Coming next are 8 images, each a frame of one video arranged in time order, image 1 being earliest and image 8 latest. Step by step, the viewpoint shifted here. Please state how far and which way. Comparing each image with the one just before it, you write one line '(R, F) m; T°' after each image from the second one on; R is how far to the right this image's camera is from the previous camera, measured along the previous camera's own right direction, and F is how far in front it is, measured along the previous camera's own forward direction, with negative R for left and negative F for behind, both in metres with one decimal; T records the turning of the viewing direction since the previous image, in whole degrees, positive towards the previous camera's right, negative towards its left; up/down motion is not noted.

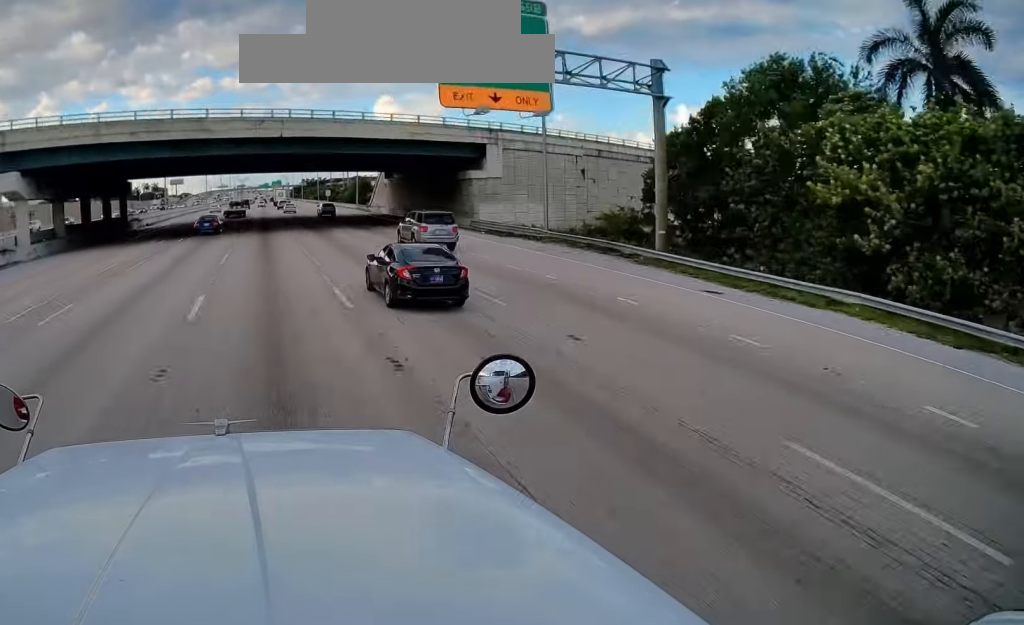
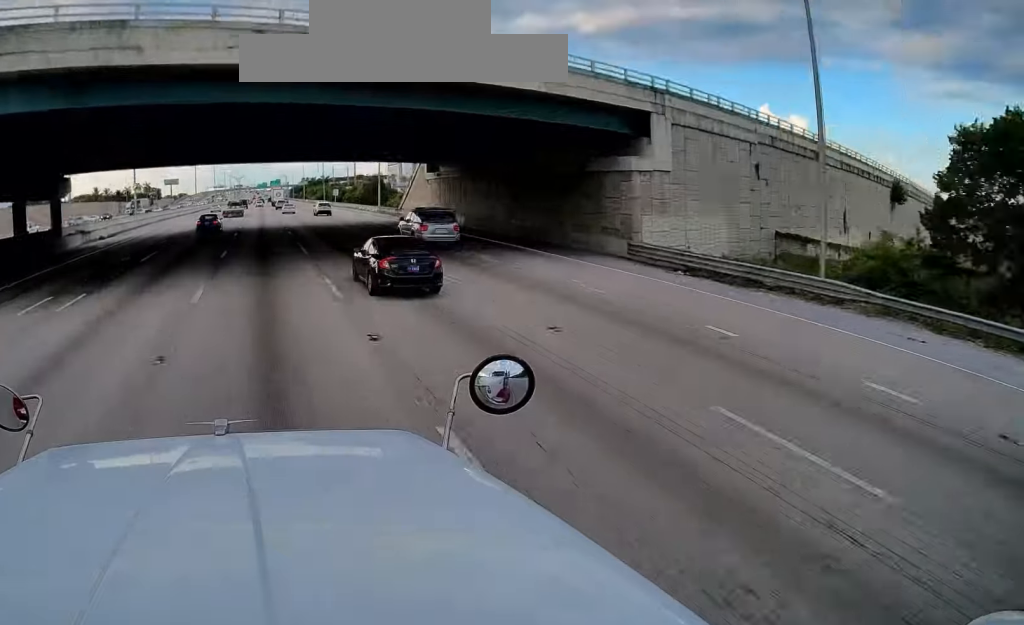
(-0.1, +24.1) m; 0°
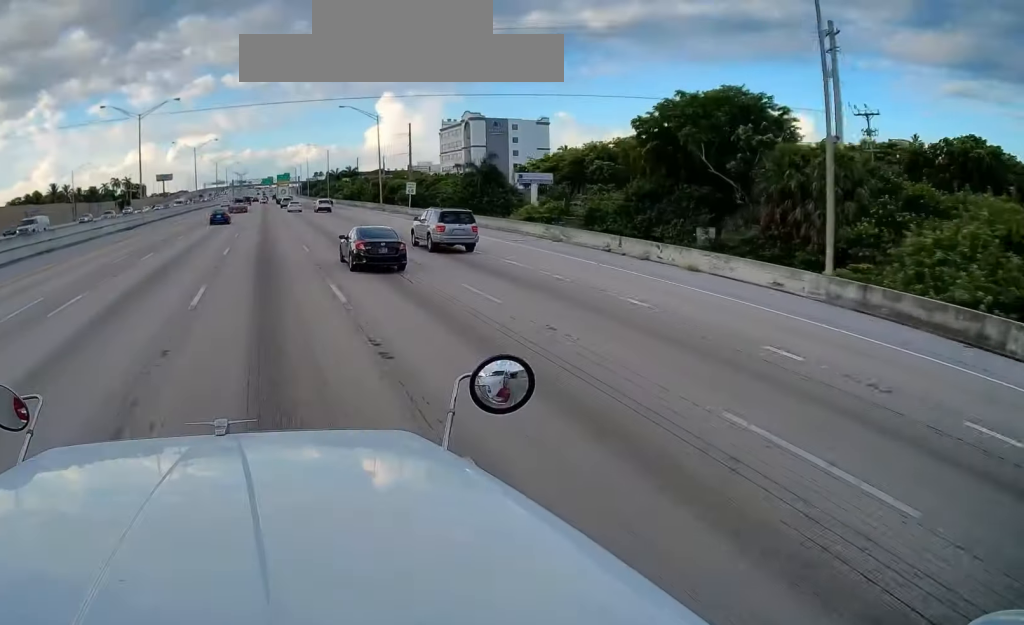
(-1.0, +72.6) m; -1°
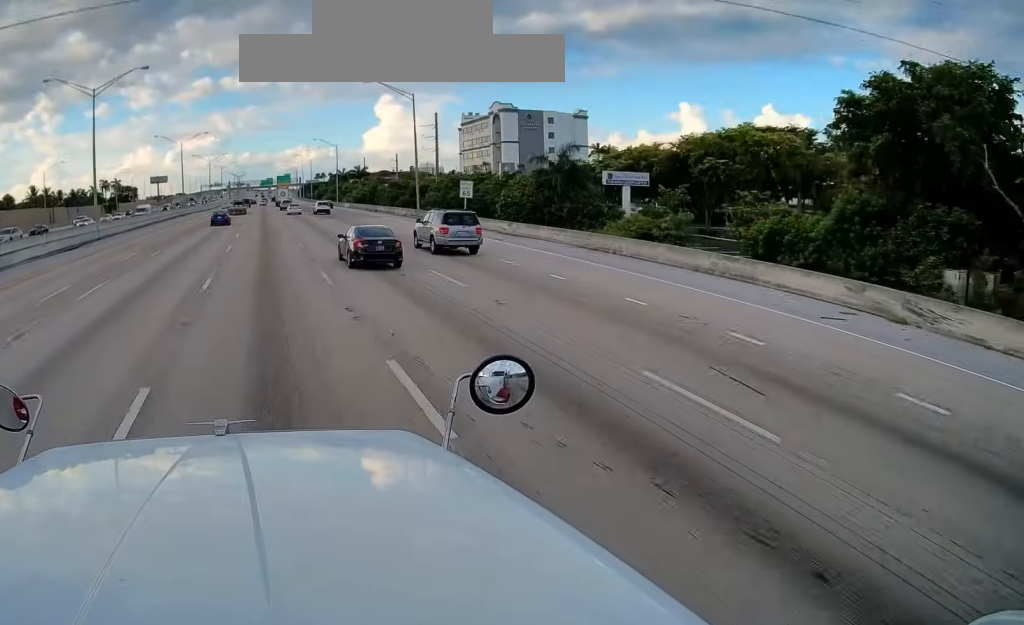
(+0.6, +22.4) m; +1°
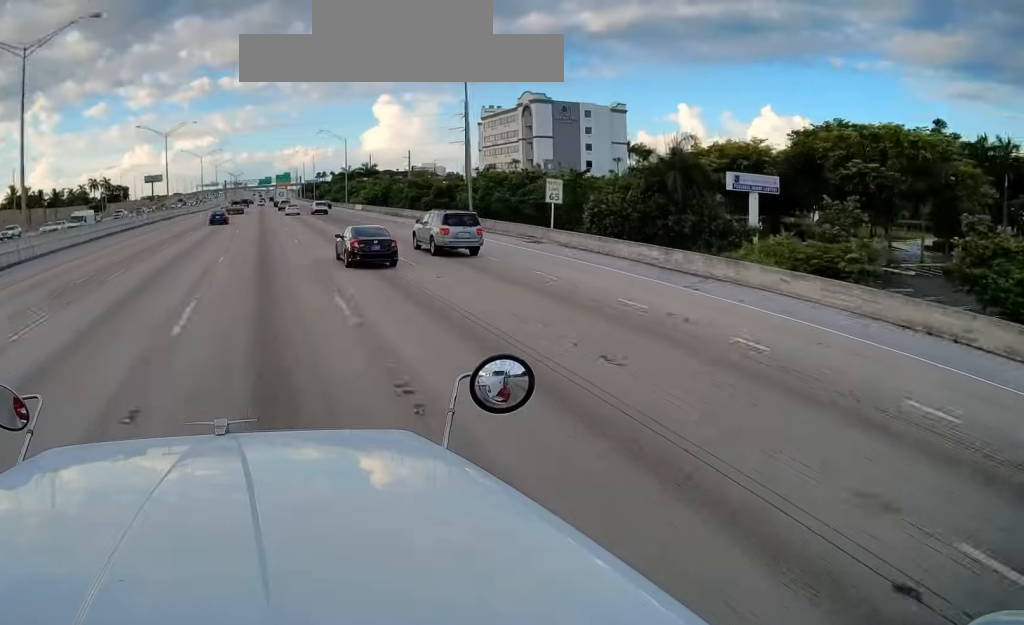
(0.0, +20.4) m; 0°
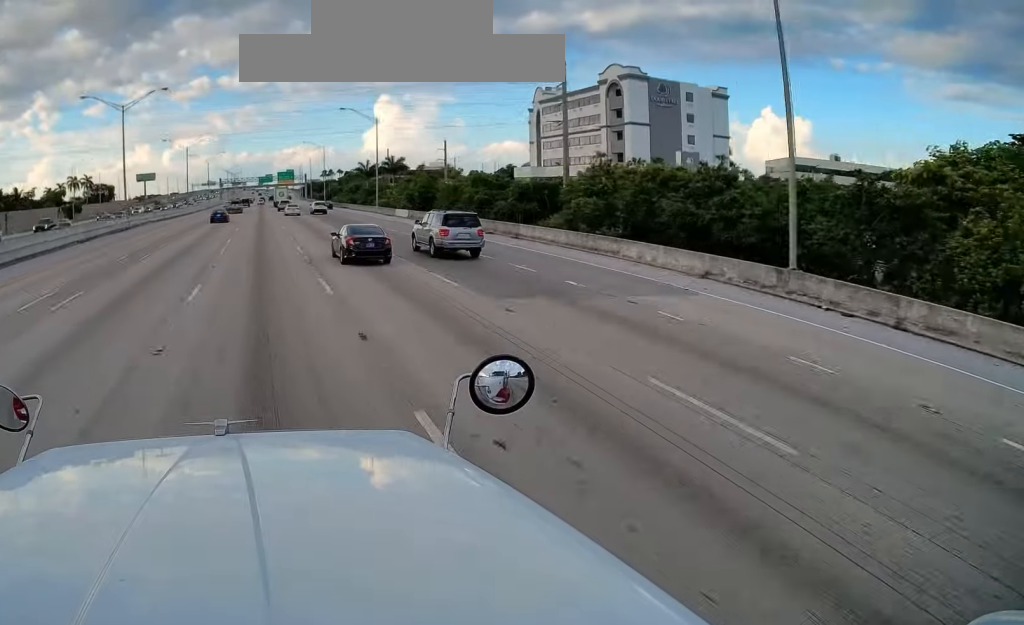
(-0.2, +31.6) m; 0°
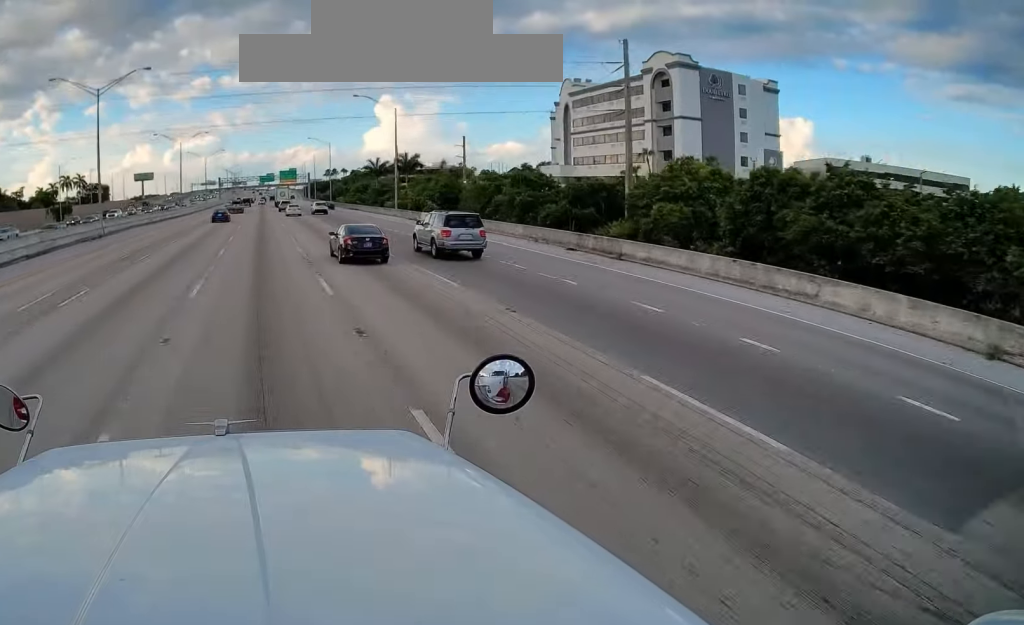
(0.0, +12.2) m; 0°
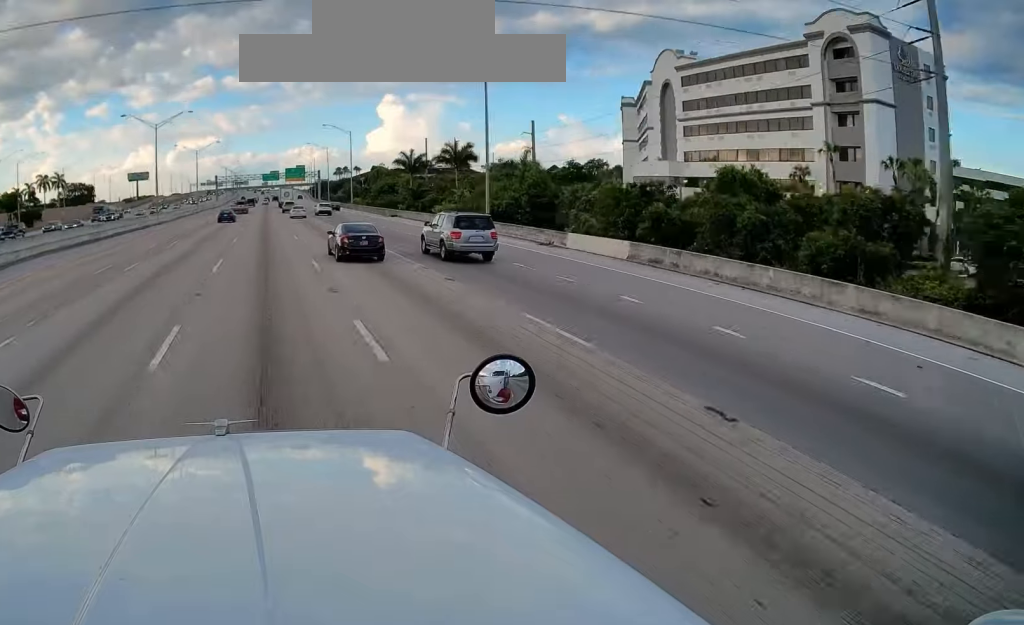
(+0.1, +31.7) m; -1°
